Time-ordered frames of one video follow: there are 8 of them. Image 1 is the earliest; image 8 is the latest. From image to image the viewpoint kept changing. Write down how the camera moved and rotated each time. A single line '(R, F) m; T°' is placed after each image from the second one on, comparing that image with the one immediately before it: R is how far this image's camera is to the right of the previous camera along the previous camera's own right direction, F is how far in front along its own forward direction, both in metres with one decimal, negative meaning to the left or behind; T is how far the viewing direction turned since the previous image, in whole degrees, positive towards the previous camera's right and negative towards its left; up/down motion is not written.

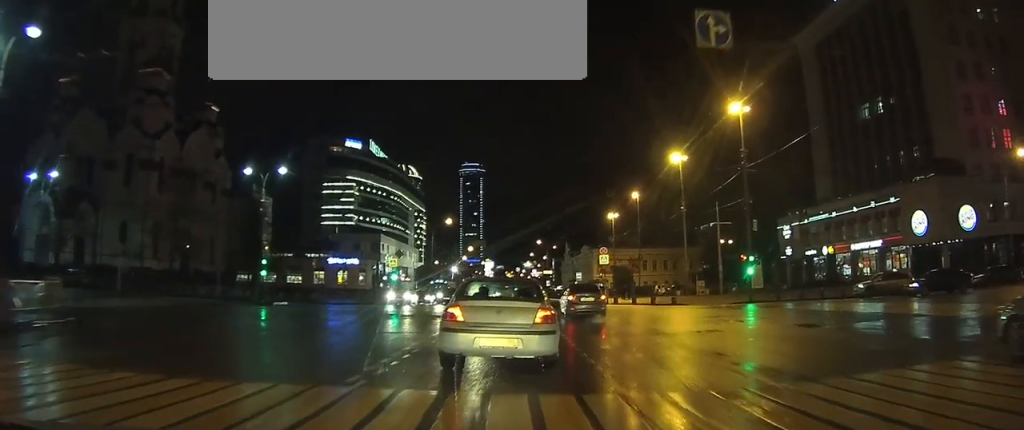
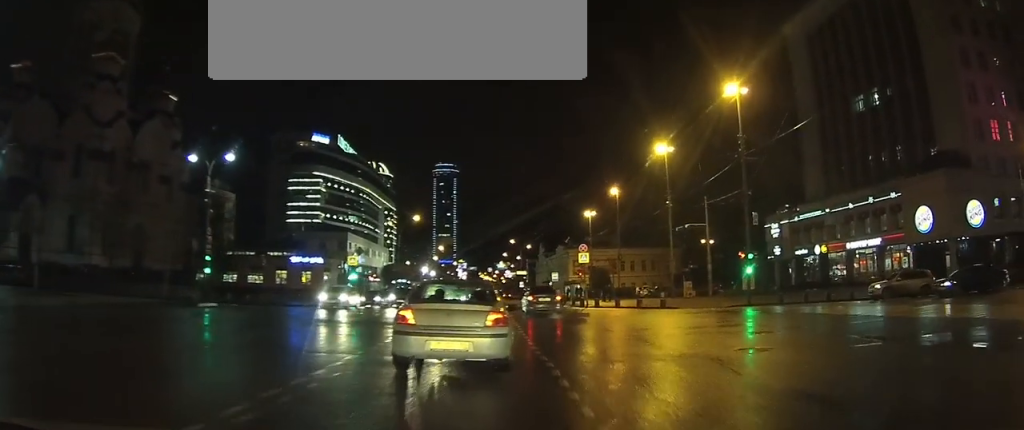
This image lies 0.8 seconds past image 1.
(+0.2, +5.7) m; +2°
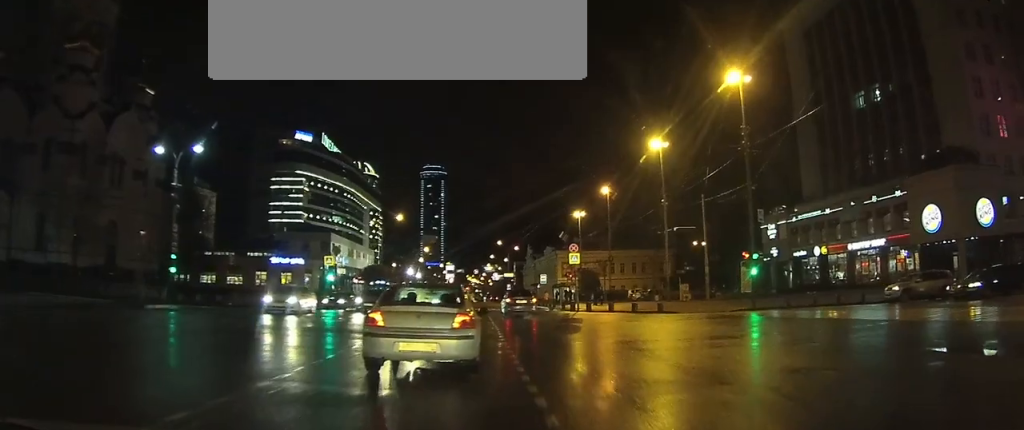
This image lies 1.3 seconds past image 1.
(0.0, +3.9) m; 0°
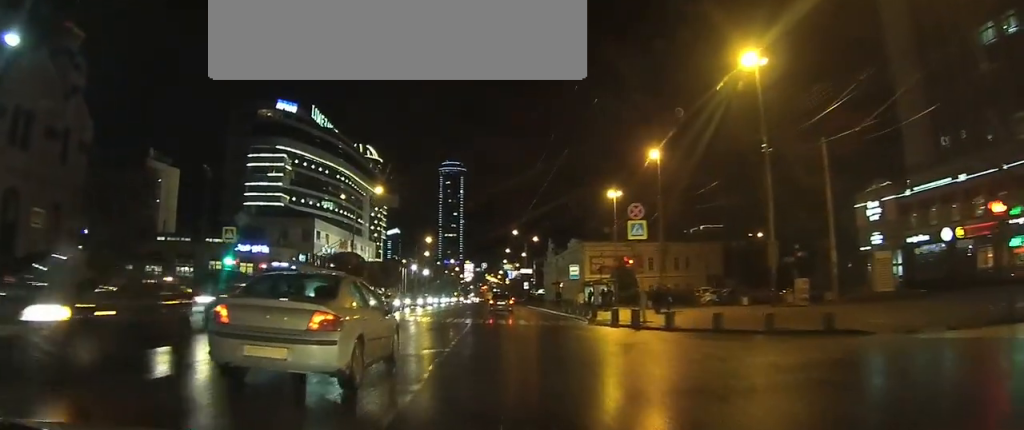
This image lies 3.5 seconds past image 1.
(-0.5, +22.5) m; -4°
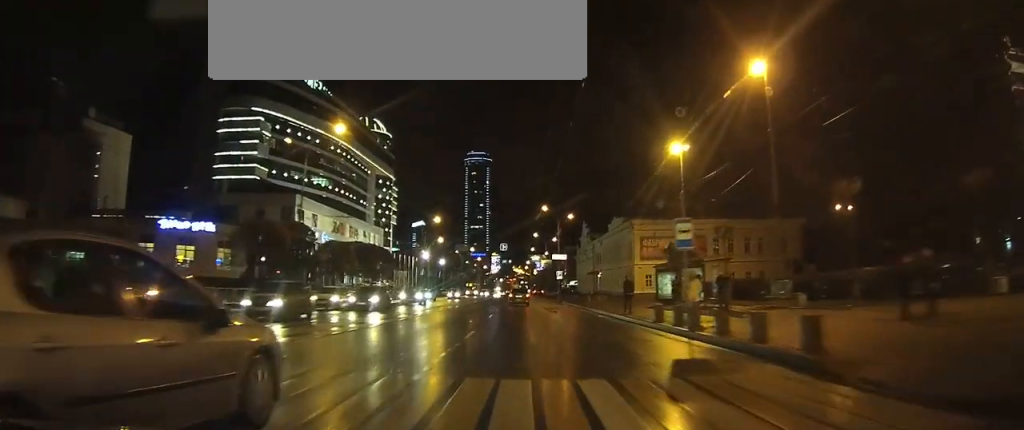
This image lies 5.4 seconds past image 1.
(-0.5, +22.6) m; -1°
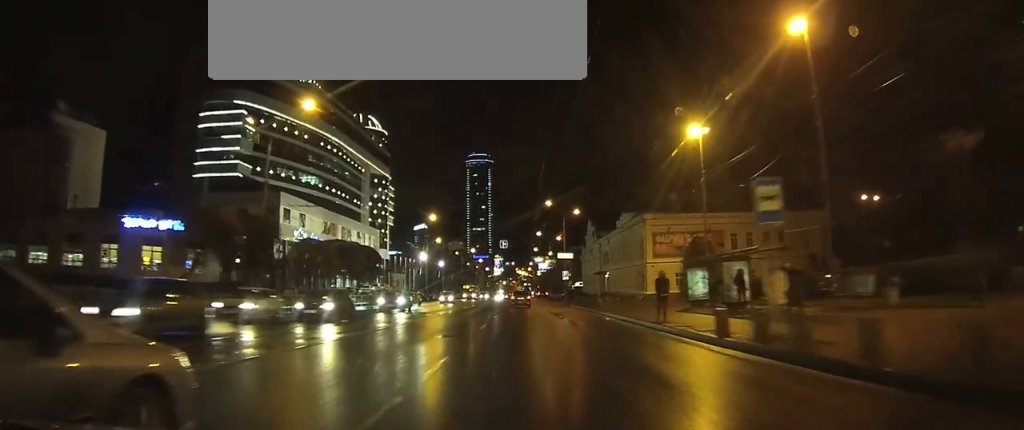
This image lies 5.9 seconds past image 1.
(0.0, +6.6) m; 0°
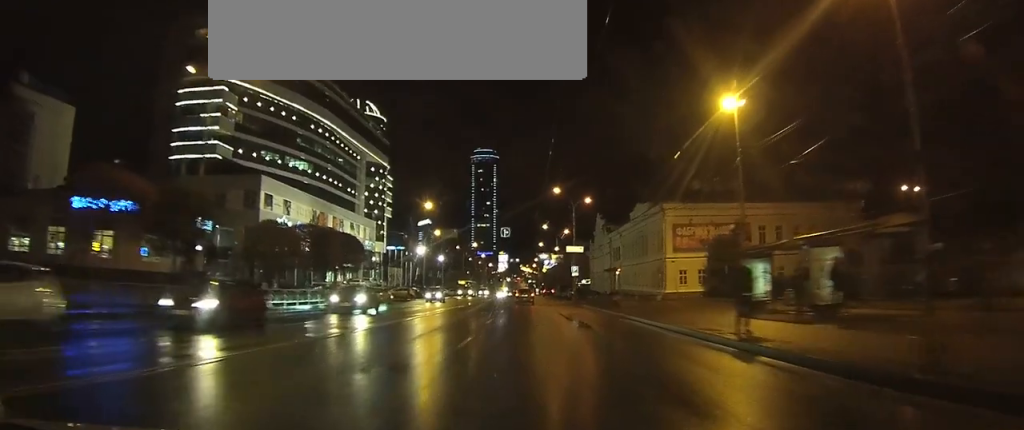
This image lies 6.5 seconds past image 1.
(0.0, +8.4) m; 0°
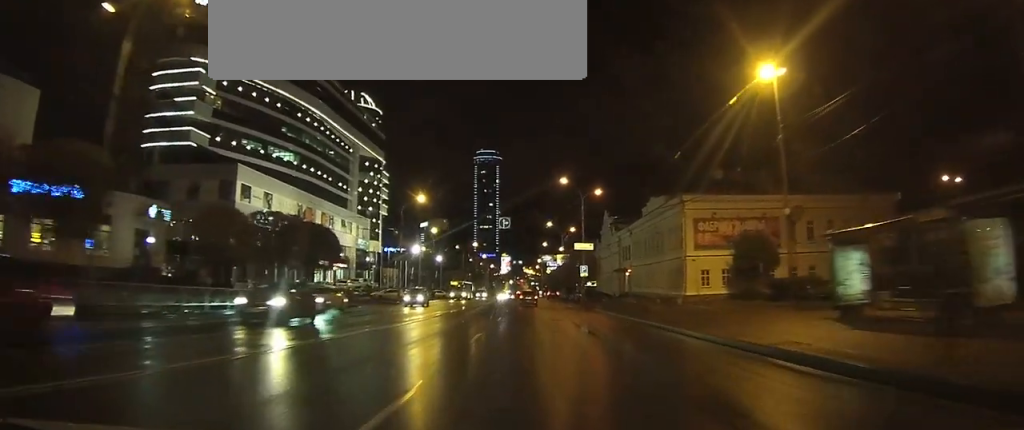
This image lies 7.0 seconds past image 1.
(0.0, +7.5) m; 0°
